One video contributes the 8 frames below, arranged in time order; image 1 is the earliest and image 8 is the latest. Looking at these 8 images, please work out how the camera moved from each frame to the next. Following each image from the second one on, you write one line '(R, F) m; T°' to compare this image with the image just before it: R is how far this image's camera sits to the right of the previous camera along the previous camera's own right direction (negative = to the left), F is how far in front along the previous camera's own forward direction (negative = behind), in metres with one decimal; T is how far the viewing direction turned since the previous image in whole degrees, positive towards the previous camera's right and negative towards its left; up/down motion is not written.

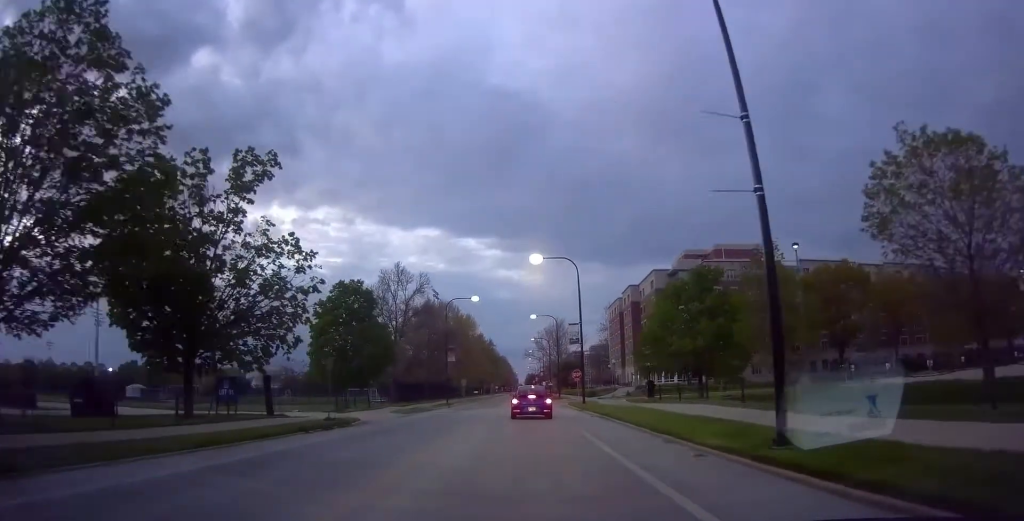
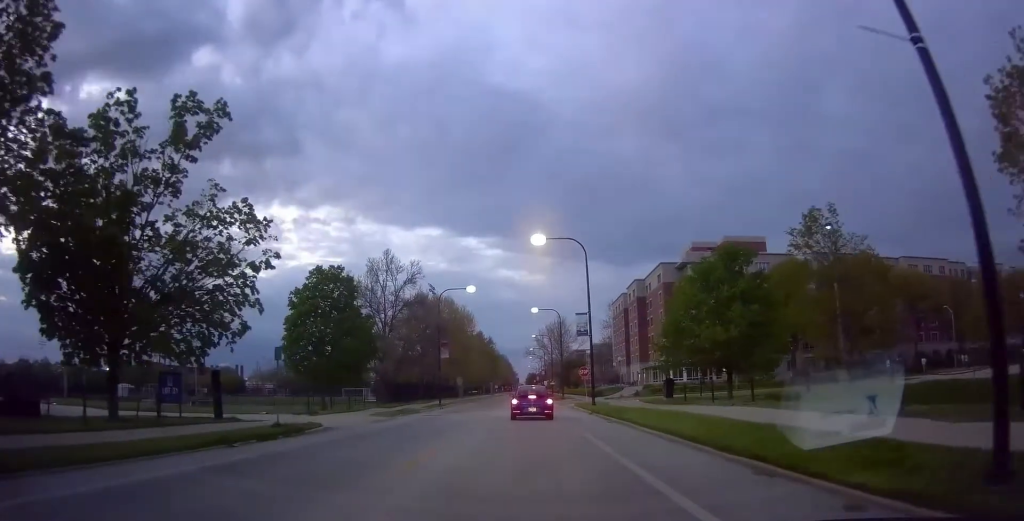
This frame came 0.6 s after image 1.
(+0.1, +5.8) m; +1°
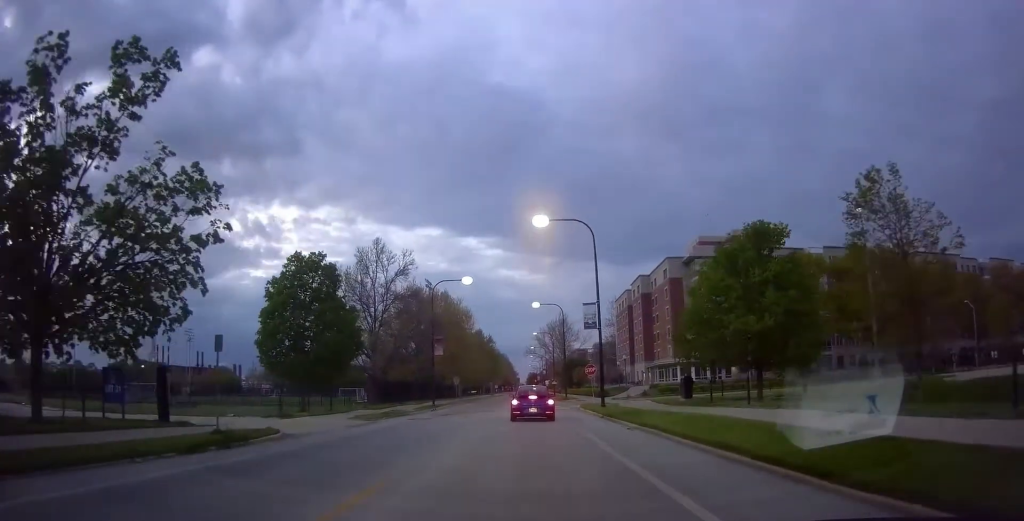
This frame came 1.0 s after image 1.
(0.0, +4.6) m; 0°
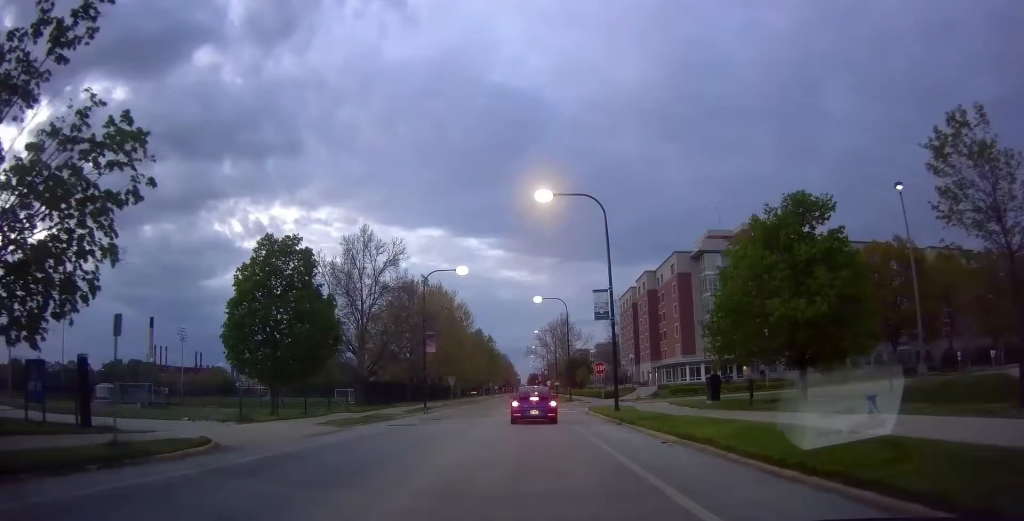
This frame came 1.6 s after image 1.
(0.0, +4.8) m; 0°
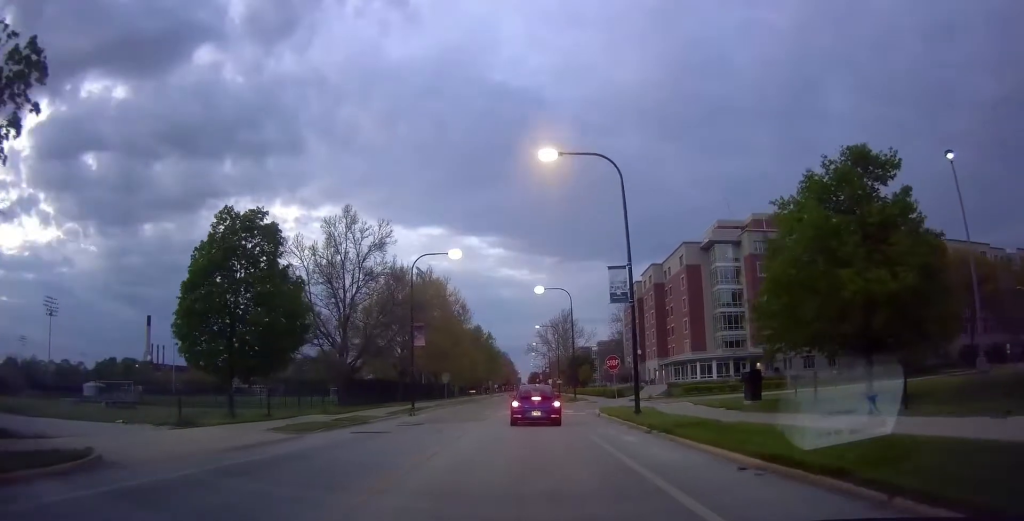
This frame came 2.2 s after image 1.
(0.0, +5.4) m; 0°
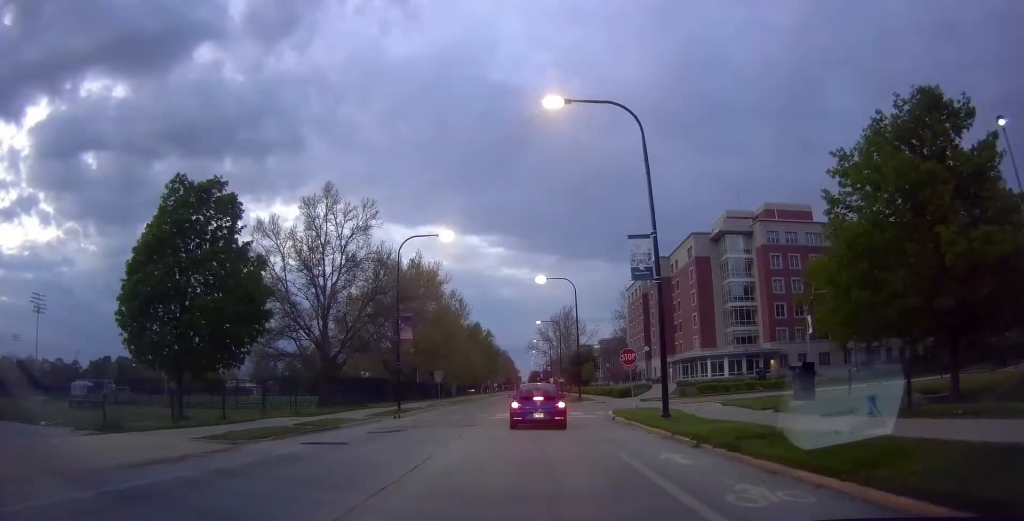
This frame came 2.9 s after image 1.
(0.0, +5.2) m; 0°
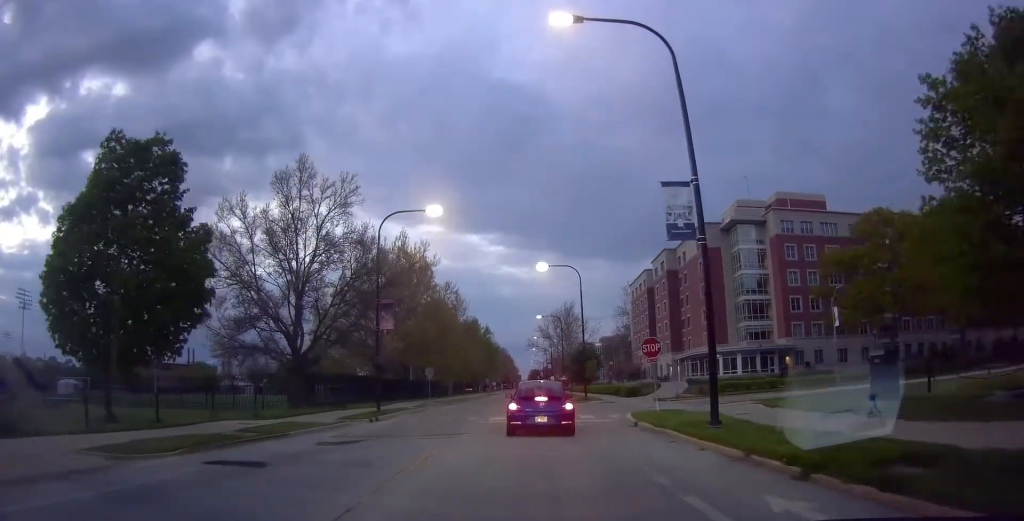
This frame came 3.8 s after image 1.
(0.0, +5.4) m; 0°
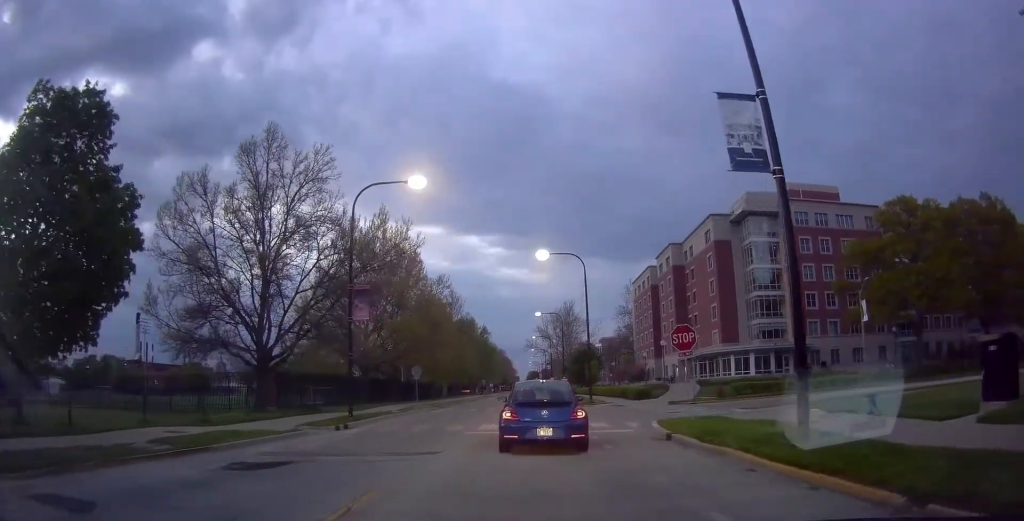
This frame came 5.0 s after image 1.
(0.0, +5.6) m; 0°
